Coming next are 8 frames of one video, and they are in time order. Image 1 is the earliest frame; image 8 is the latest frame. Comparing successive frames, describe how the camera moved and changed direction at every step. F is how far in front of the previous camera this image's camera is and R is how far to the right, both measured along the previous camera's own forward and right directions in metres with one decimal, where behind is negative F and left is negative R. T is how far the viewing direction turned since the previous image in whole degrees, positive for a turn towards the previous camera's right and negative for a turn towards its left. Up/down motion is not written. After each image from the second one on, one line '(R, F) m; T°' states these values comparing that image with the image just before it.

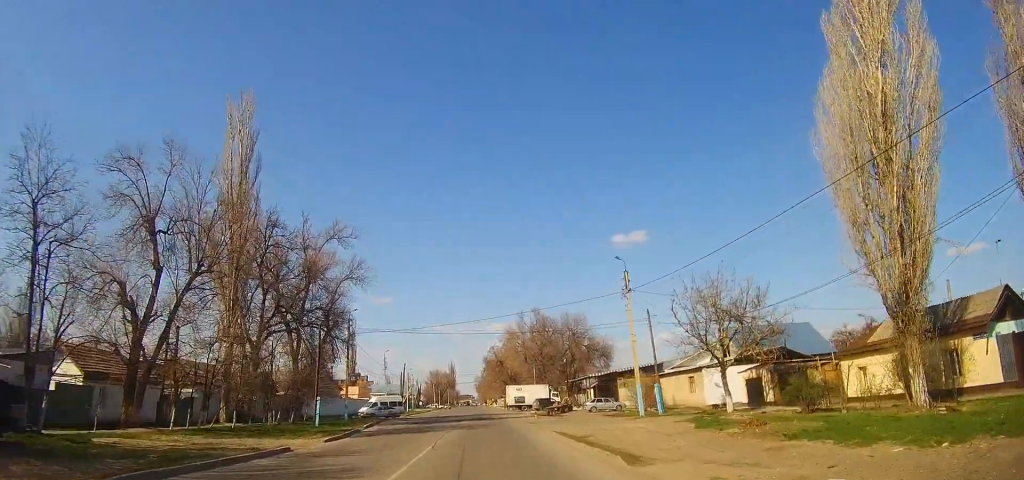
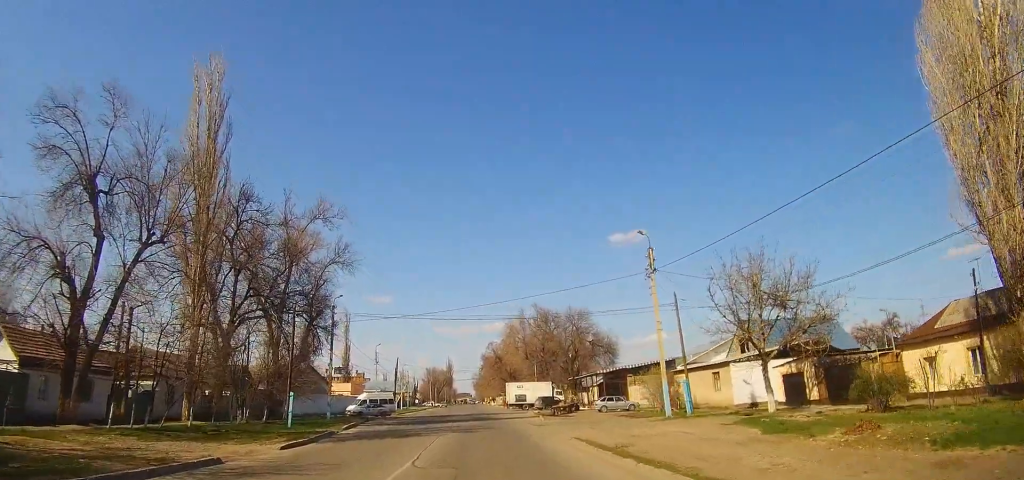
(+0.2, +5.3) m; +1°
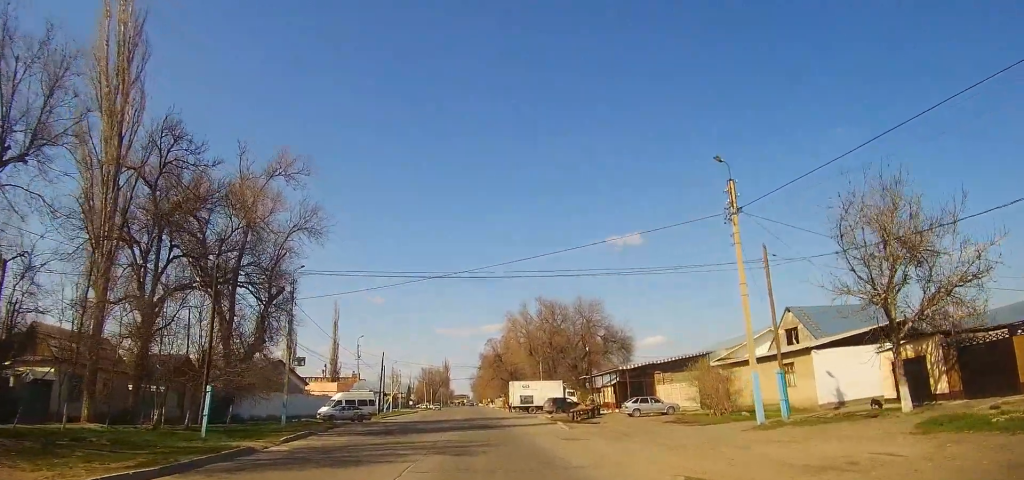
(+0.2, +10.2) m; +1°
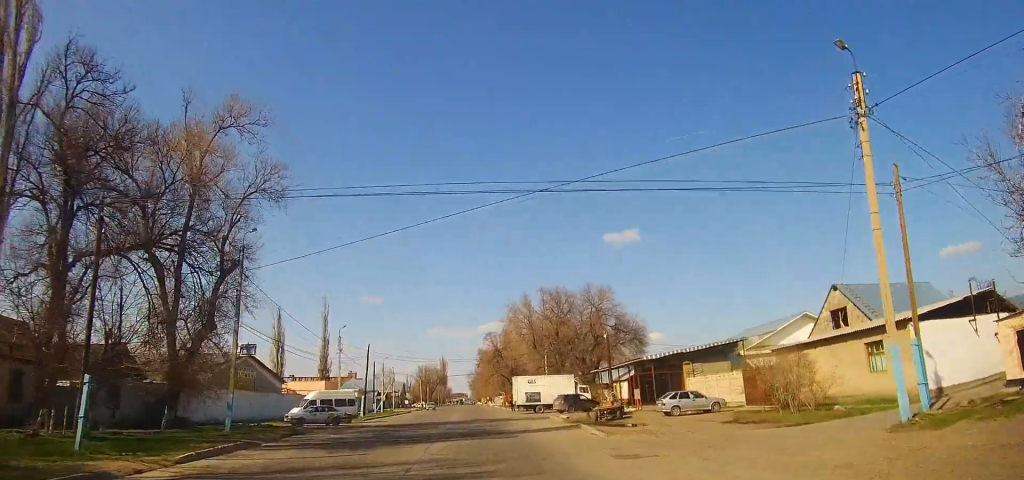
(0.0, +8.1) m; -1°
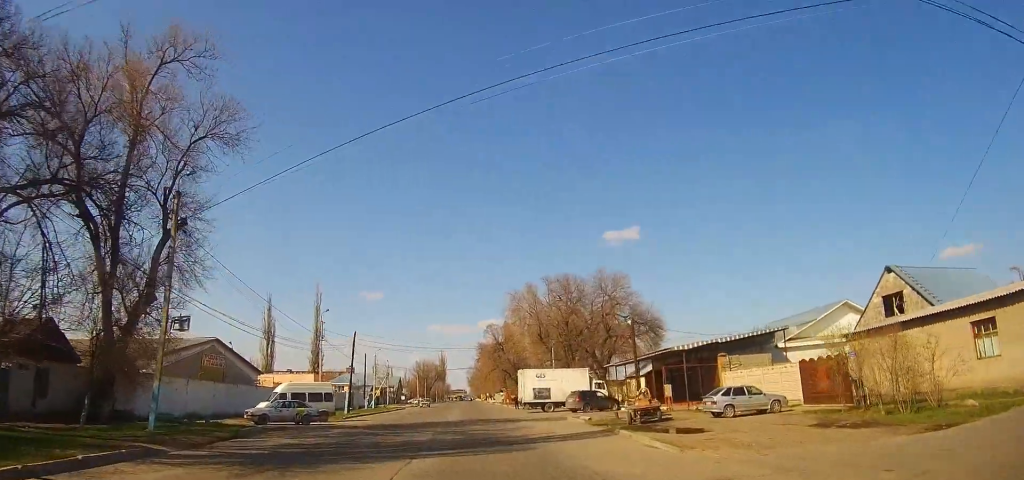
(-0.1, +6.9) m; 0°
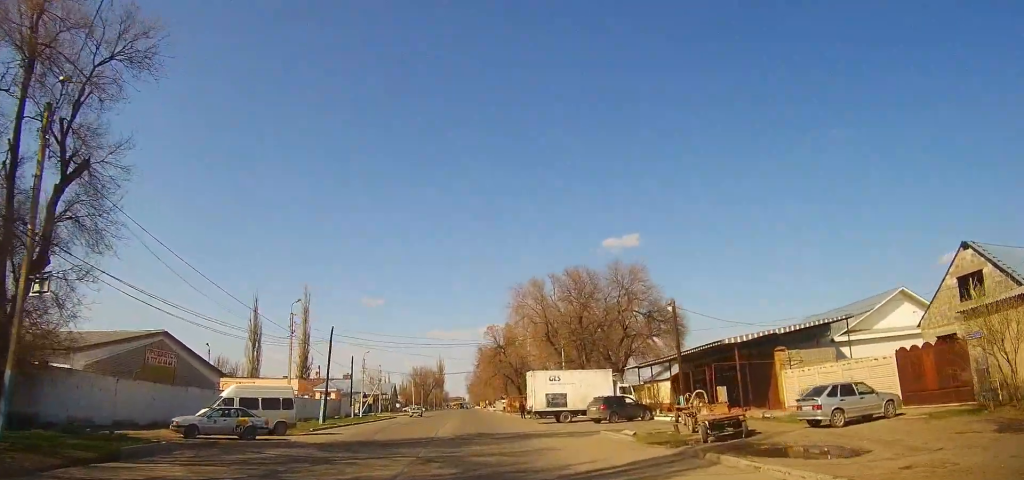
(0.0, +7.8) m; 0°
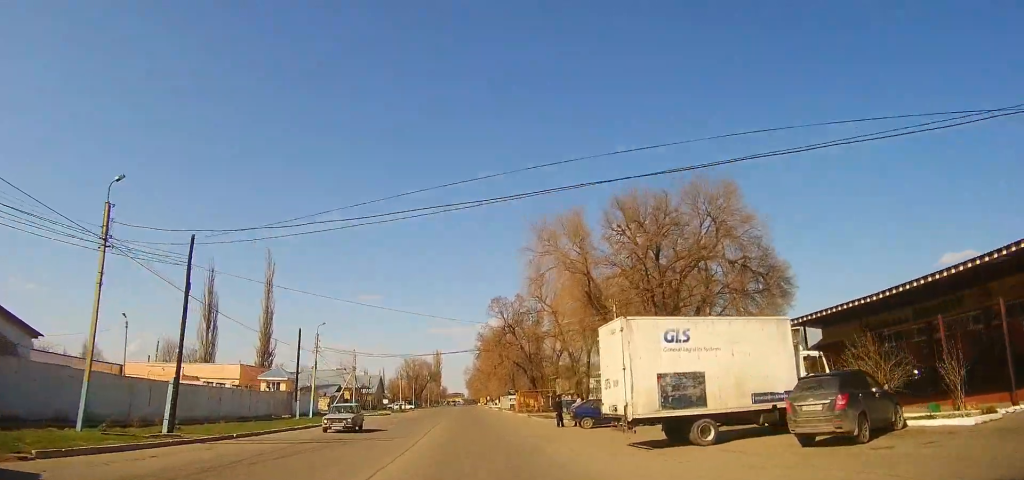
(0.0, +22.4) m; 0°
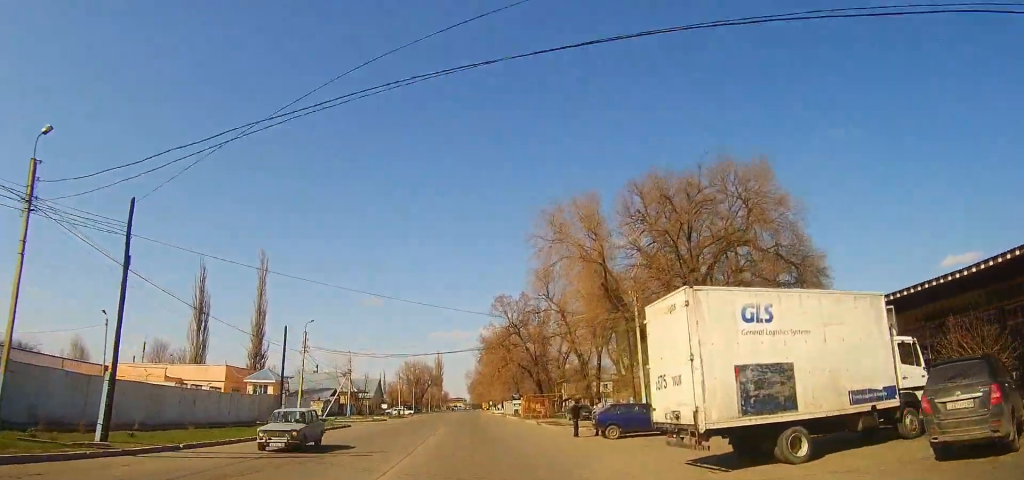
(0.0, +4.6) m; 0°
